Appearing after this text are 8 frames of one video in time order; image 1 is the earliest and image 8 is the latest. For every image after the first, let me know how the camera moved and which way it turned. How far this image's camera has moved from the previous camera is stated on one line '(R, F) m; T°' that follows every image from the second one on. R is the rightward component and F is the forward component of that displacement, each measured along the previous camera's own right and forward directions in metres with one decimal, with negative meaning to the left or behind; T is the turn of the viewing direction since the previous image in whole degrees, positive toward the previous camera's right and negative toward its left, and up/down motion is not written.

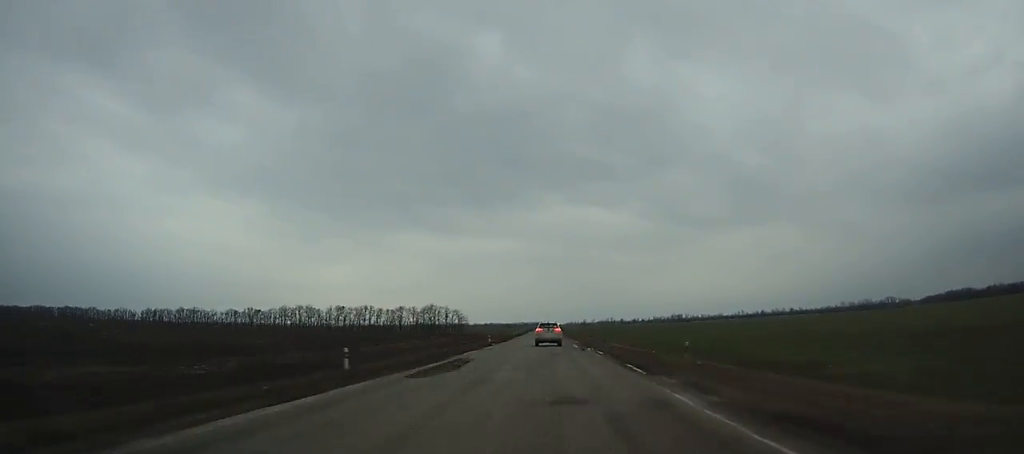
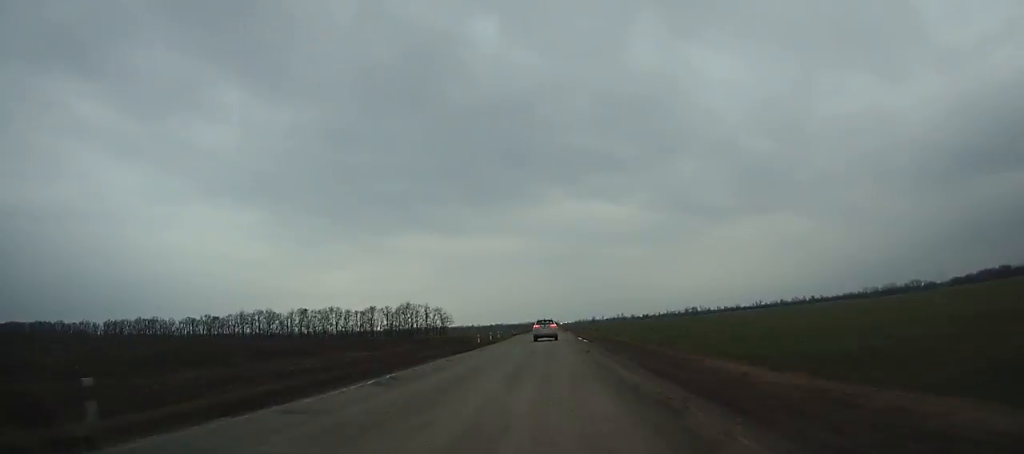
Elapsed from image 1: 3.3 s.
(-0.1, +61.5) m; 0°
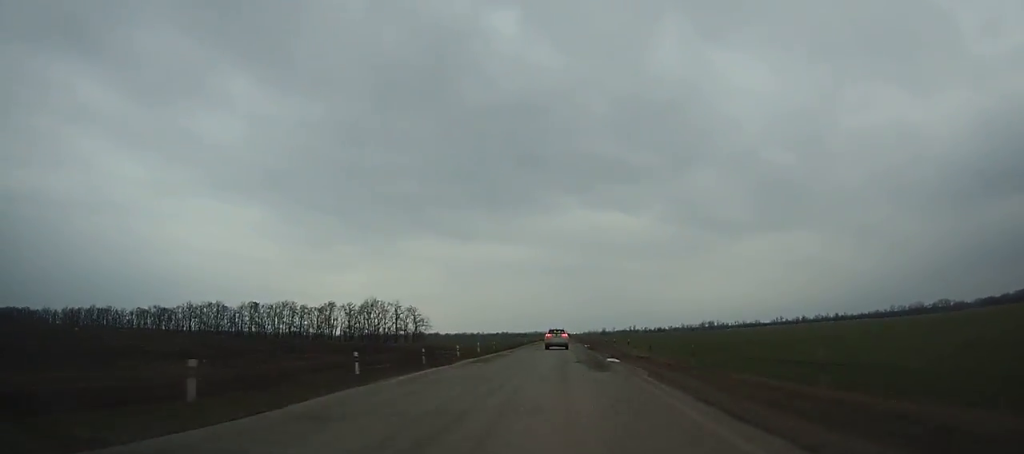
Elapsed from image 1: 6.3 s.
(-0.3, +56.0) m; 0°
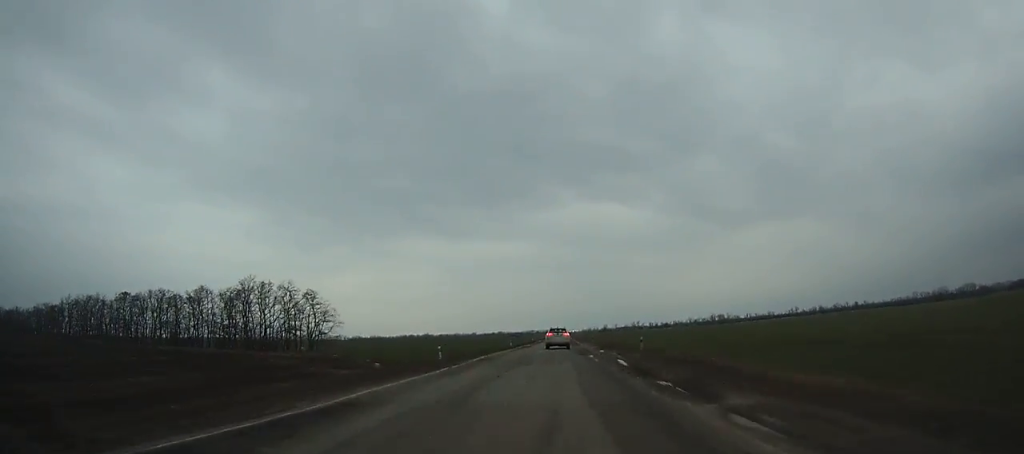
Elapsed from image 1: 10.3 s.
(+0.4, +75.4) m; 0°
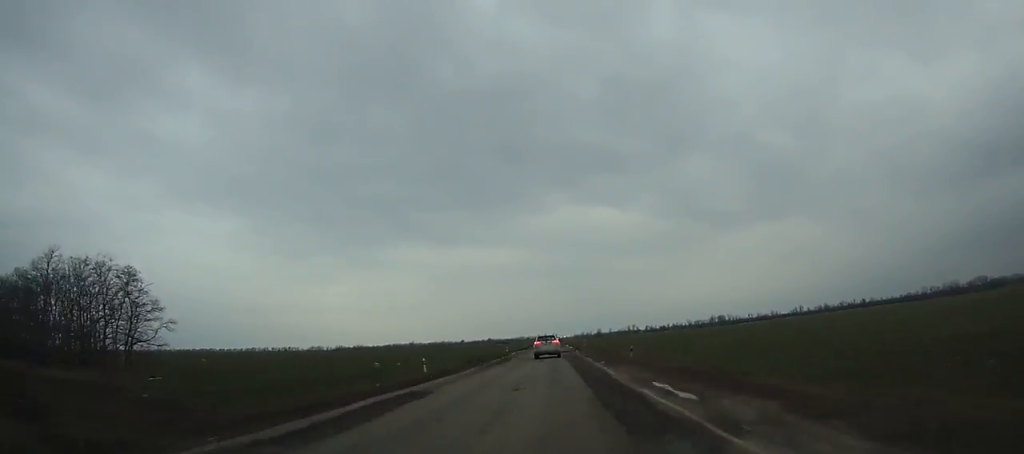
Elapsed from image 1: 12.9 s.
(-0.1, +49.3) m; 0°
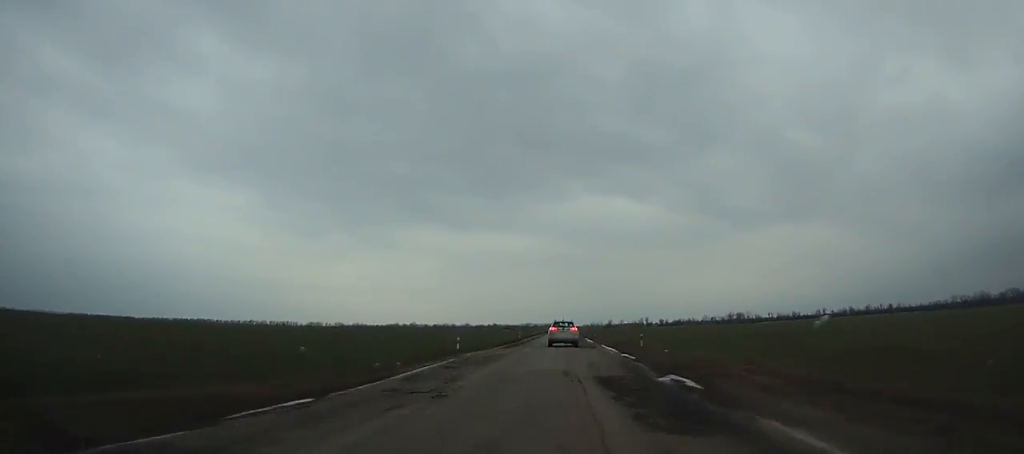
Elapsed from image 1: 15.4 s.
(0.0, +47.3) m; 0°
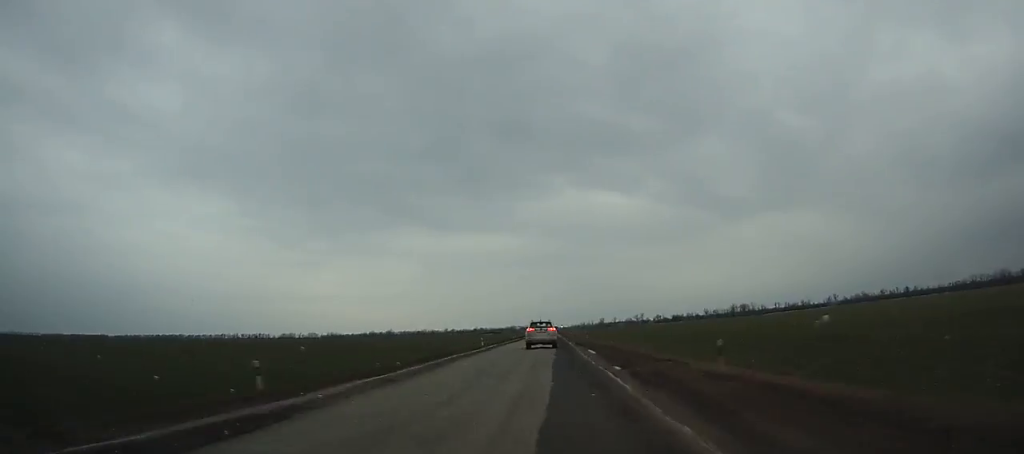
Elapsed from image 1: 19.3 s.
(+0.3, +73.0) m; 0°
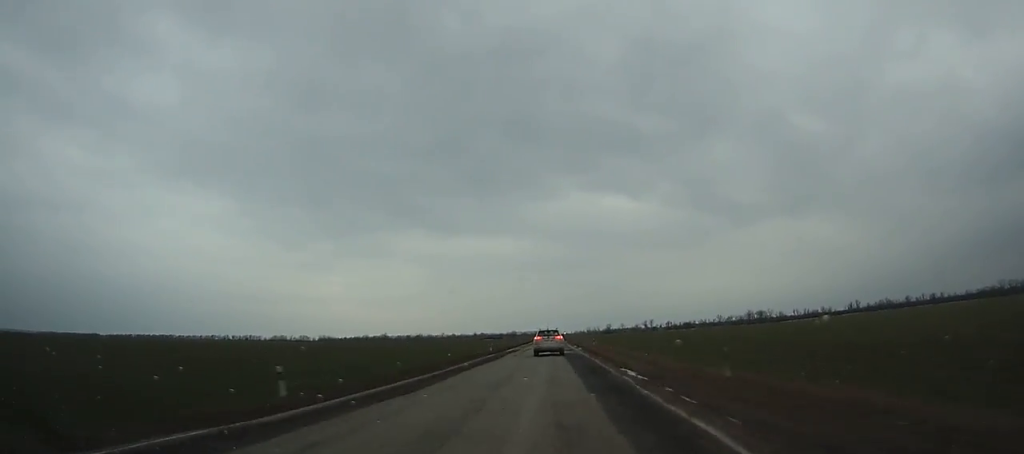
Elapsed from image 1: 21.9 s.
(-0.2, +48.5) m; 0°
